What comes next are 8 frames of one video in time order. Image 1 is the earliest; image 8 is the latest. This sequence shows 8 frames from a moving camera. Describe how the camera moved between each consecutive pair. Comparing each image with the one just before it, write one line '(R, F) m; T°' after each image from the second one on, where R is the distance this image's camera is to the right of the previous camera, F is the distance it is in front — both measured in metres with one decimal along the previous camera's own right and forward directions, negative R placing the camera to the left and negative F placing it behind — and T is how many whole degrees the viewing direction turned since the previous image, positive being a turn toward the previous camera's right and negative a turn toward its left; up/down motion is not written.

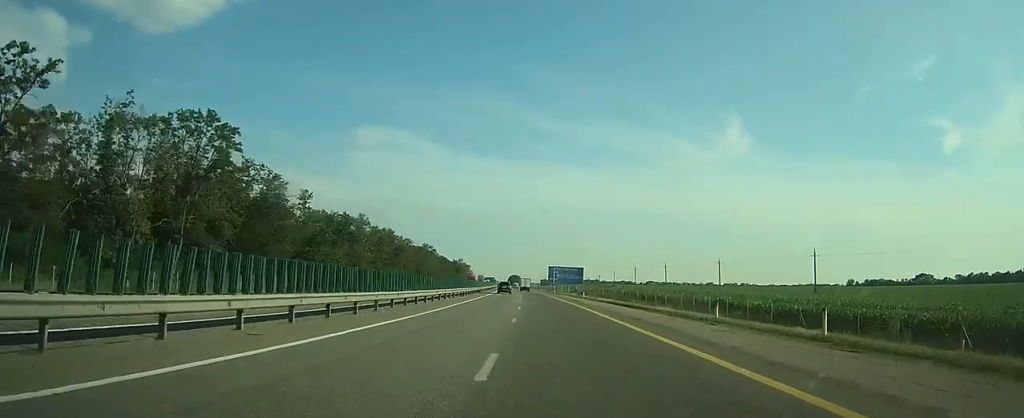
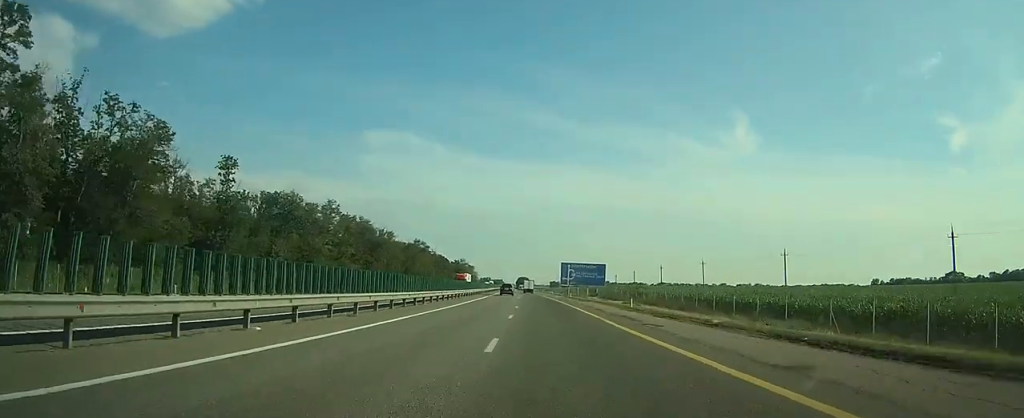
(-0.2, +32.5) m; -1°
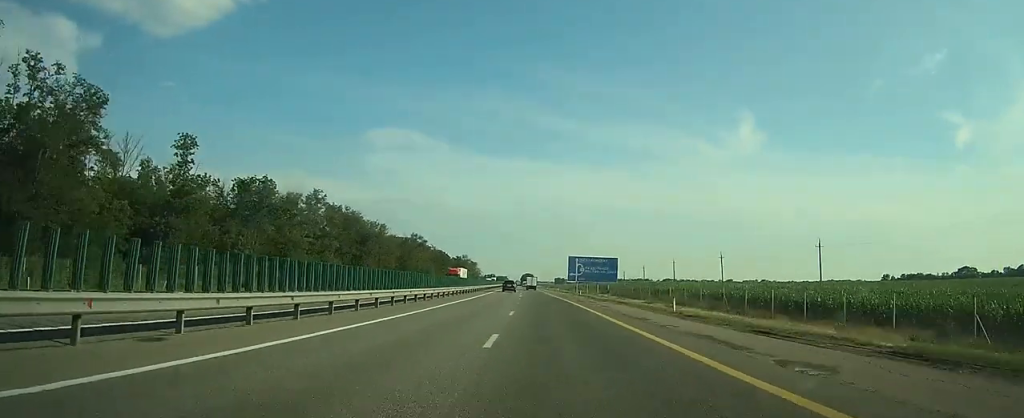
(0.0, +11.9) m; 0°
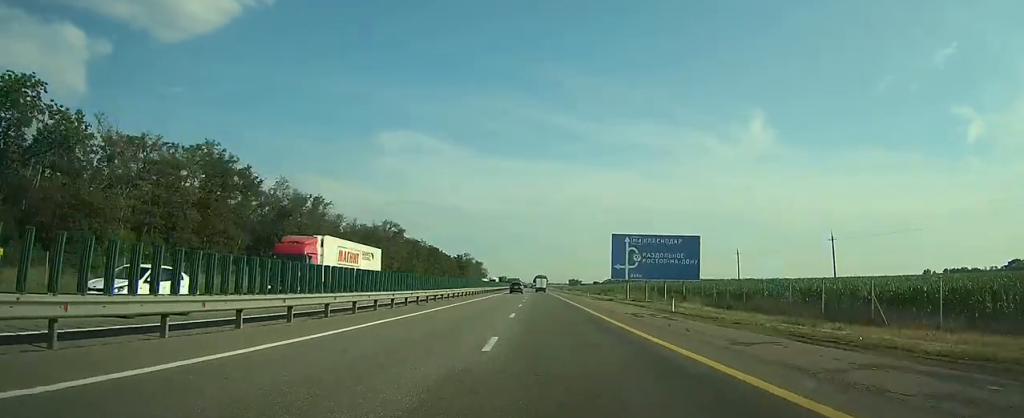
(-0.8, +48.5) m; -2°
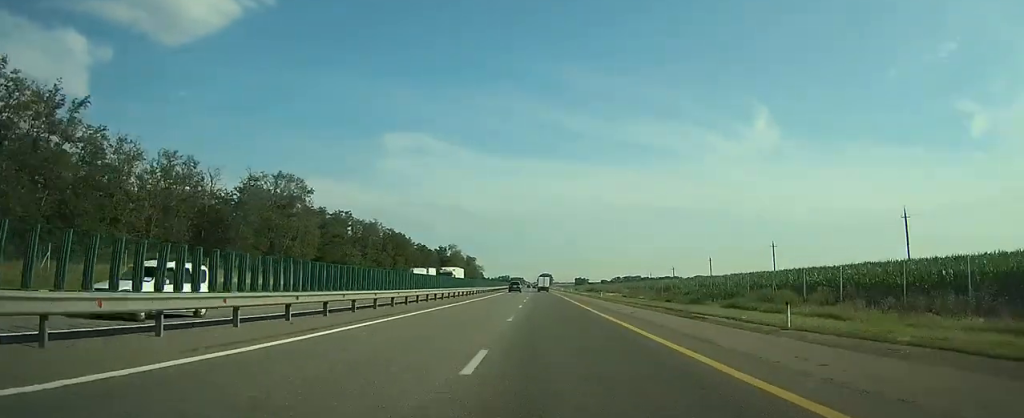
(-0.6, +64.0) m; -1°
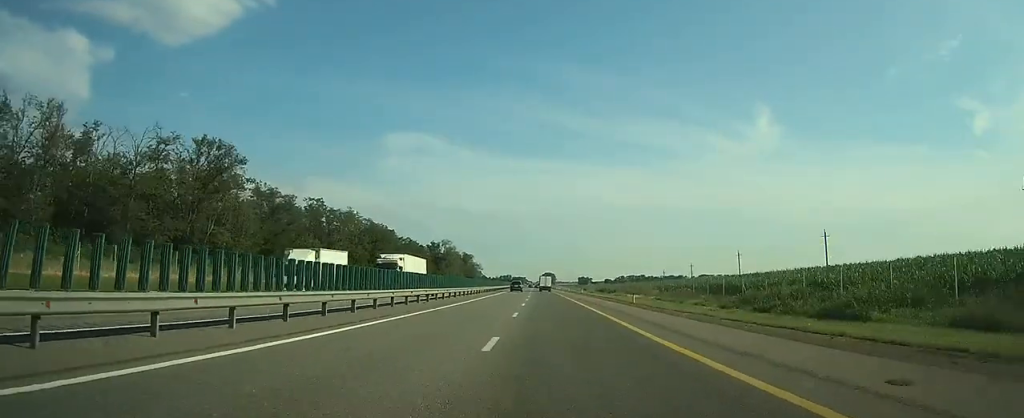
(0.0, +21.5) m; 0°
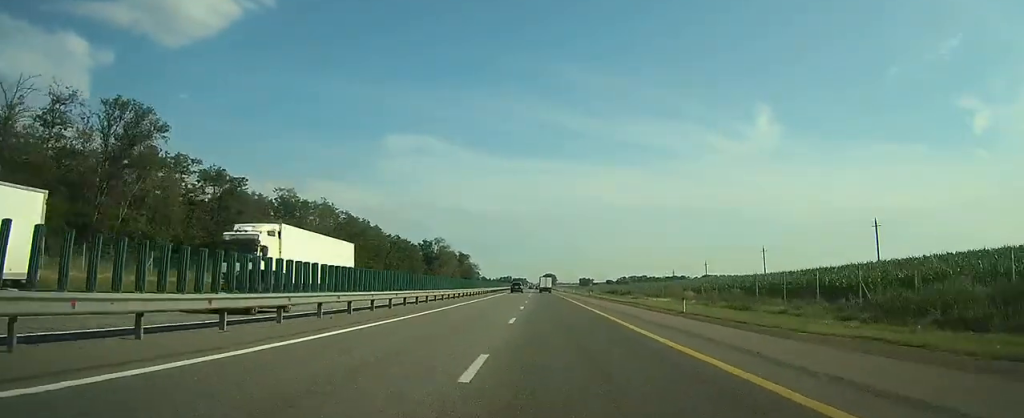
(0.0, +15.5) m; 0°
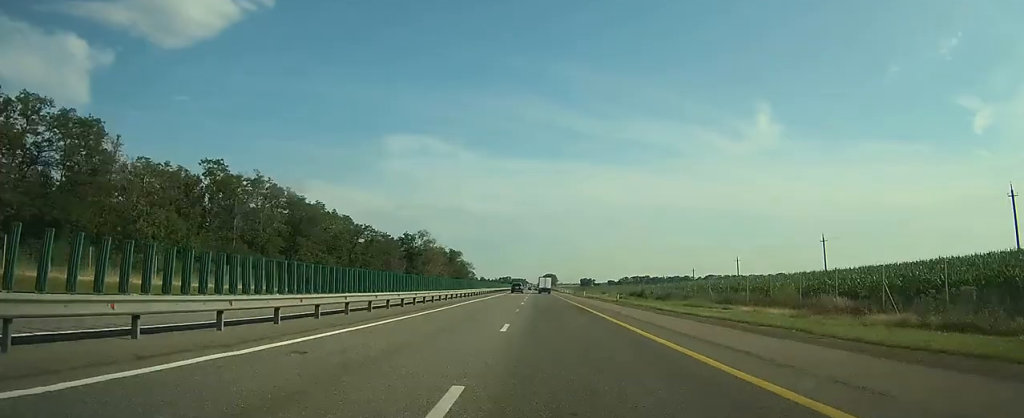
(-0.1, +27.2) m; 0°
